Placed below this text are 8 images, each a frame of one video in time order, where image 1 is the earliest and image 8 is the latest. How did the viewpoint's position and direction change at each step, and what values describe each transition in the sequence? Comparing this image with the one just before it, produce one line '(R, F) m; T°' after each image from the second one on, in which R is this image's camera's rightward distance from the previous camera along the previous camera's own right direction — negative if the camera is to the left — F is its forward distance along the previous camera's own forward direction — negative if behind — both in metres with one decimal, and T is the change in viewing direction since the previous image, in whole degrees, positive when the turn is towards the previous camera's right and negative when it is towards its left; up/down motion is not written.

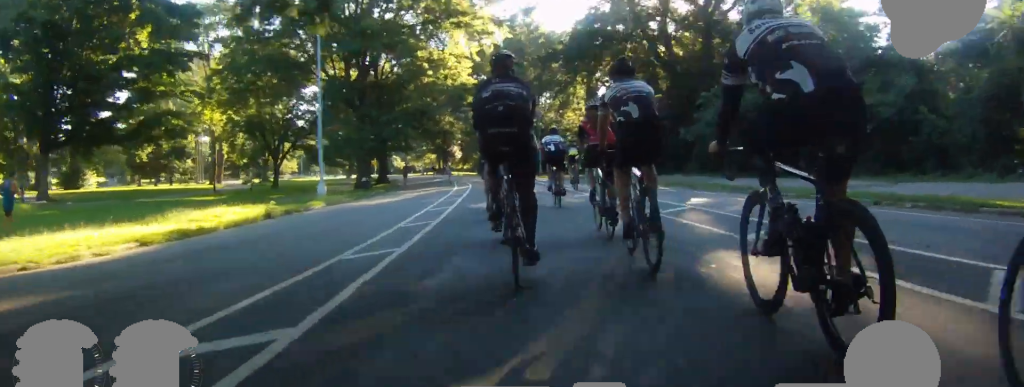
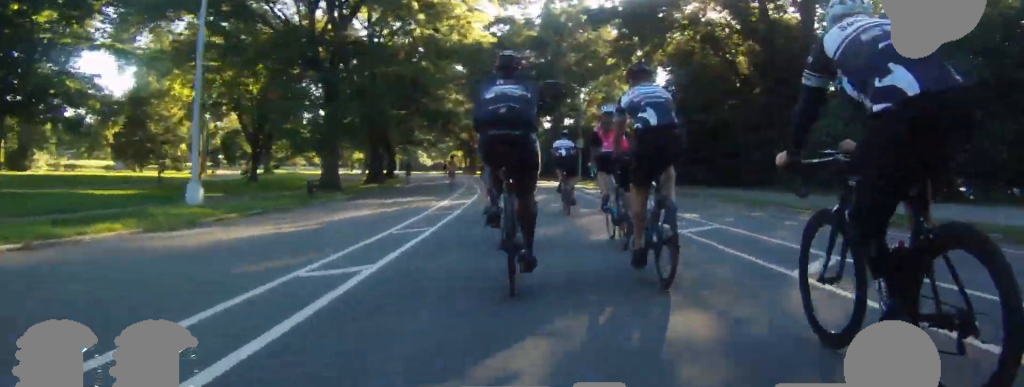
(-0.3, +12.7) m; -1°
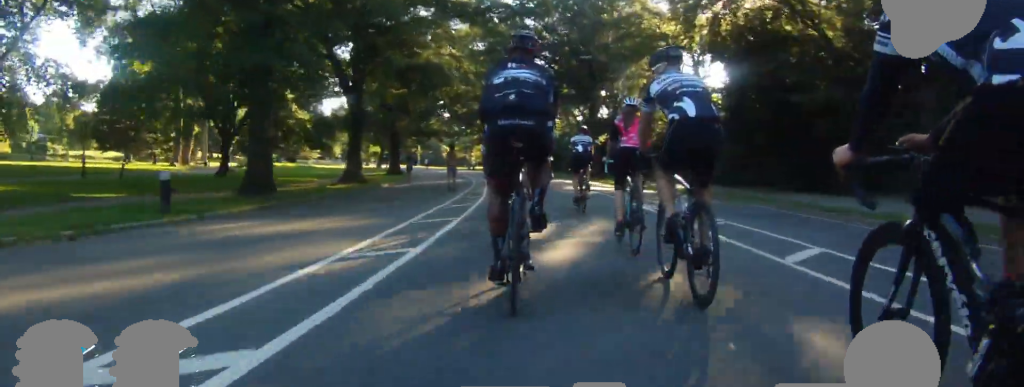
(0.0, +9.8) m; -2°
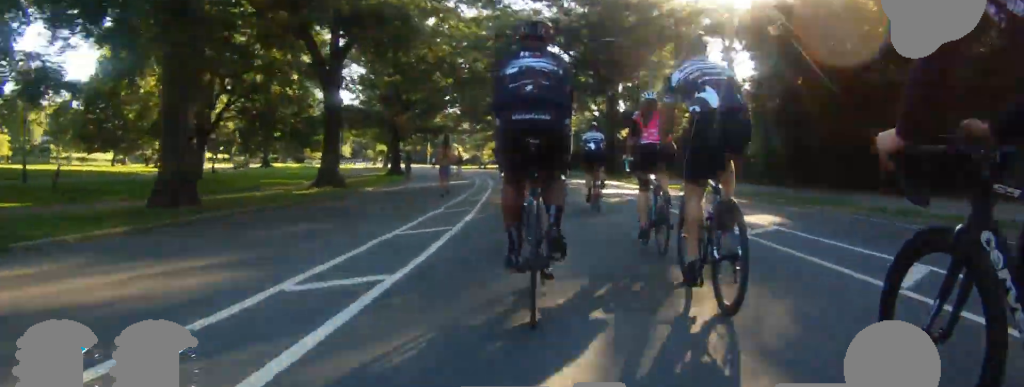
(+0.2, +5.1) m; -4°
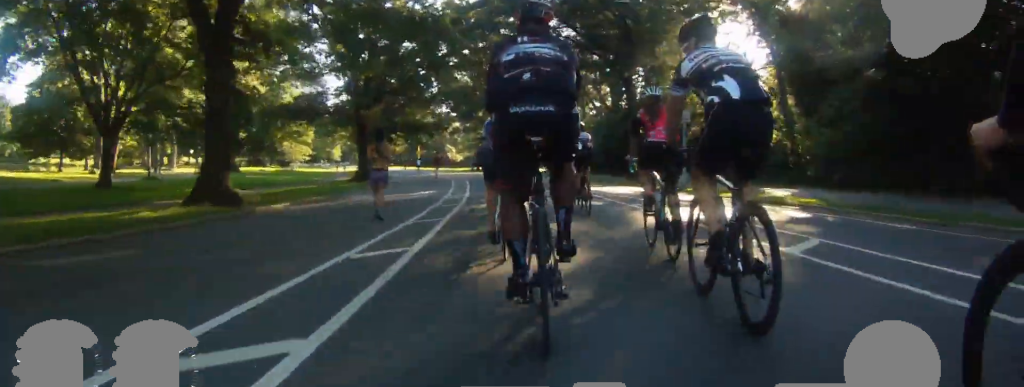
(-1.0, +8.8) m; -7°
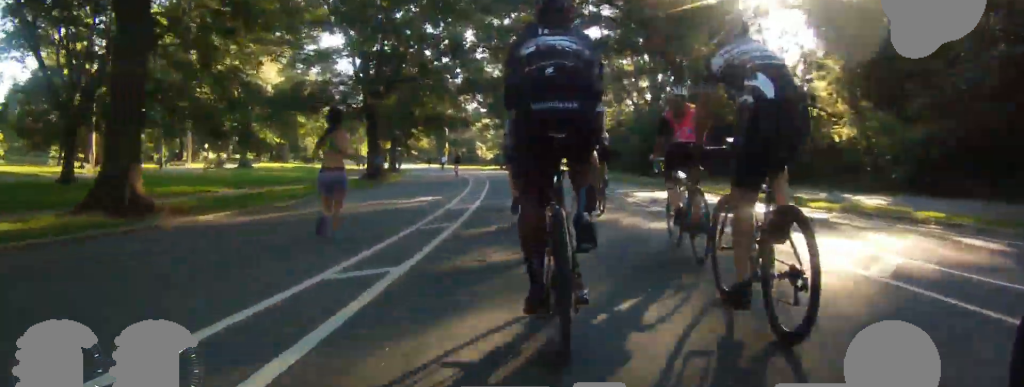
(-0.1, +5.1) m; -1°
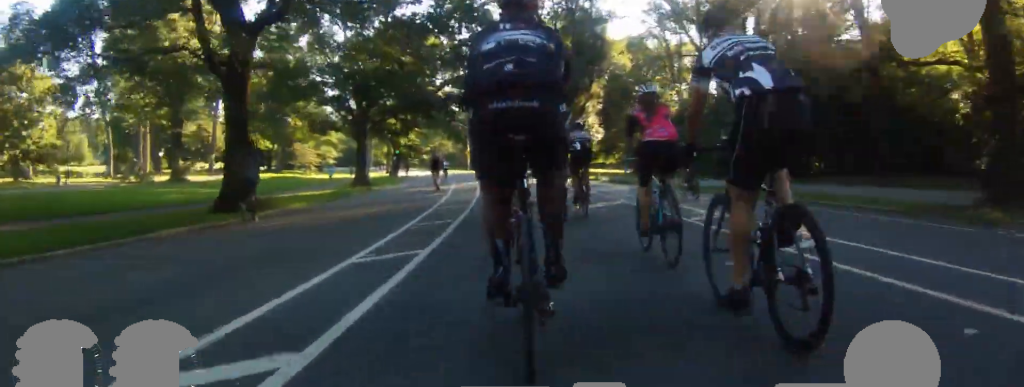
(+0.2, +21.3) m; +1°
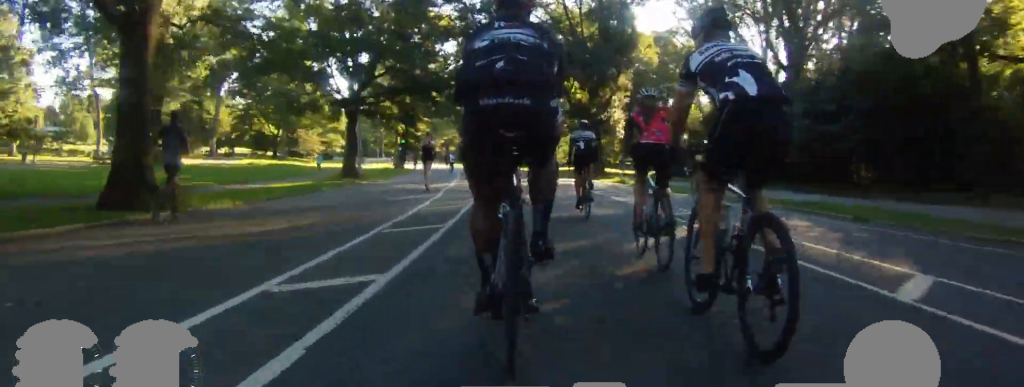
(0.0, +5.8) m; 0°
